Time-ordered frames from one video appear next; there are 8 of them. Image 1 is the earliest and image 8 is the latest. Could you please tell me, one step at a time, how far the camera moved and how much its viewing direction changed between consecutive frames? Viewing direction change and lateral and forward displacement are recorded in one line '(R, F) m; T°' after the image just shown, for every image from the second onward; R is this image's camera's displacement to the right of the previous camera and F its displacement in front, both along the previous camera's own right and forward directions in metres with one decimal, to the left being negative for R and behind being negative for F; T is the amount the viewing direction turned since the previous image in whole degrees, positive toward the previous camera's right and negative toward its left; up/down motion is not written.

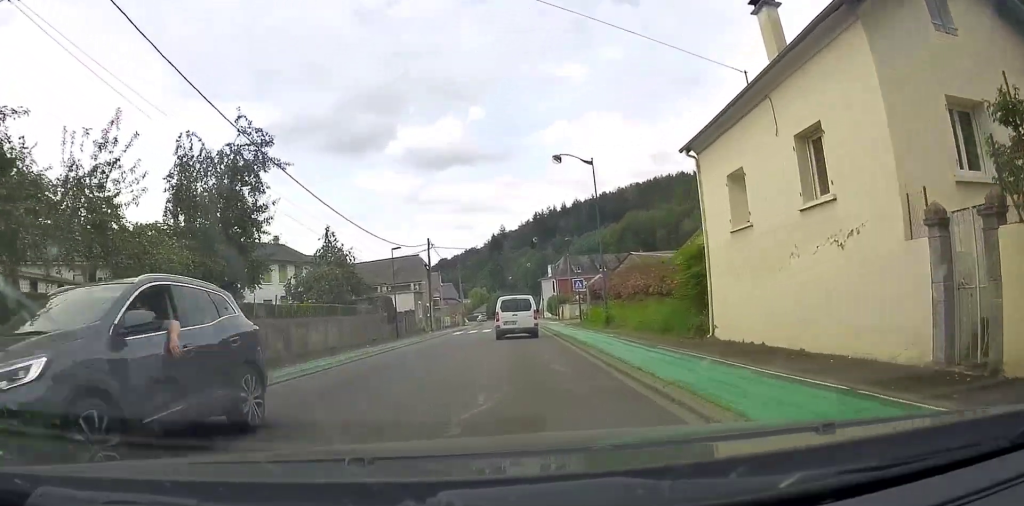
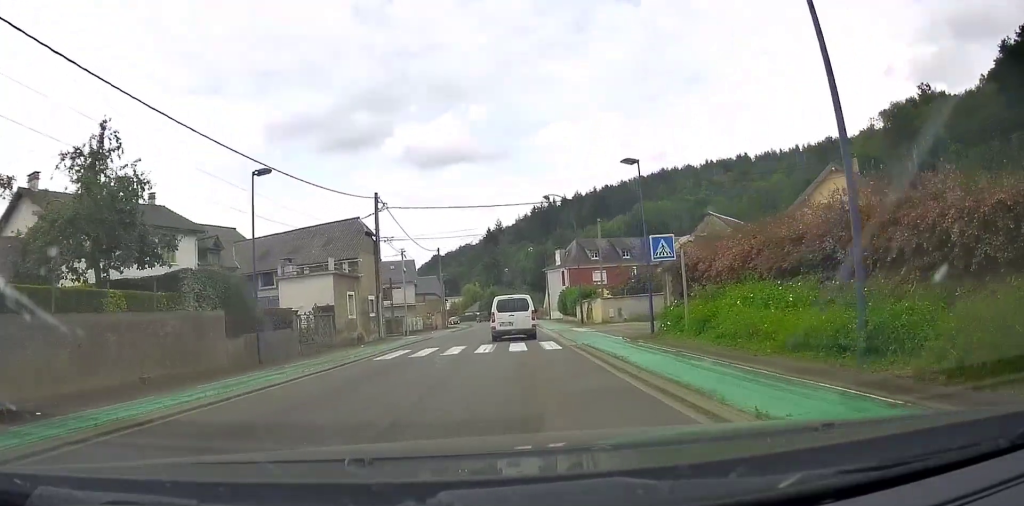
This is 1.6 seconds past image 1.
(0.0, +21.9) m; 0°
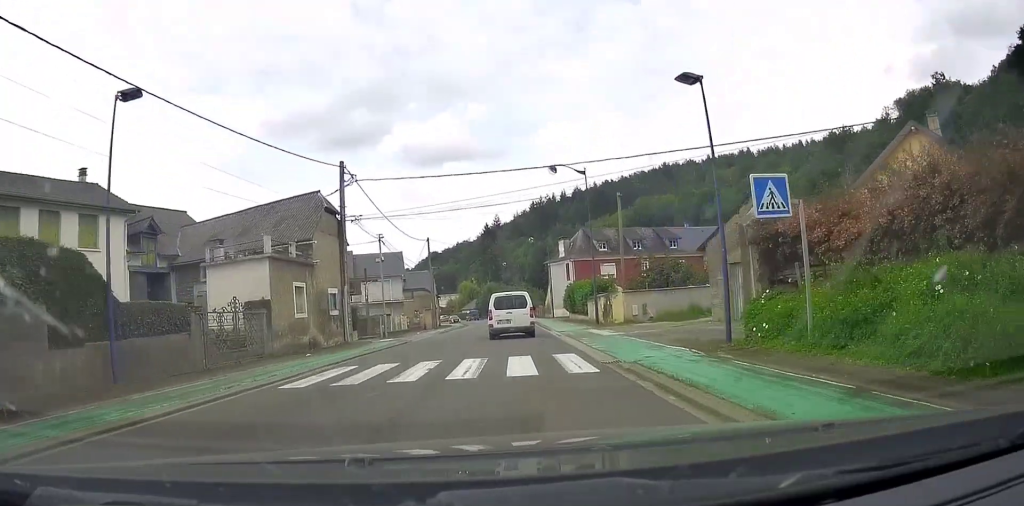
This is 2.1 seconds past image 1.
(+0.1, +7.4) m; 0°
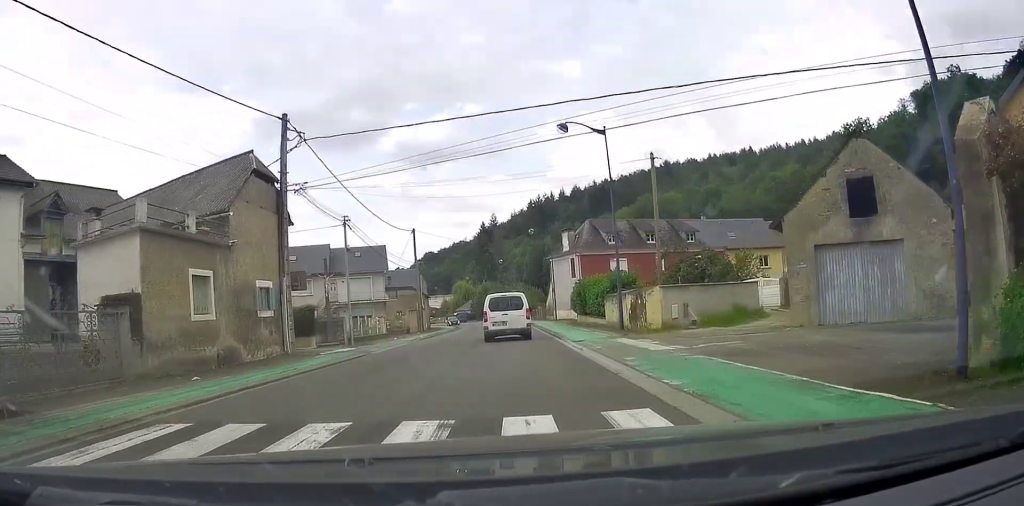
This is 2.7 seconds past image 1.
(-0.1, +7.7) m; 0°
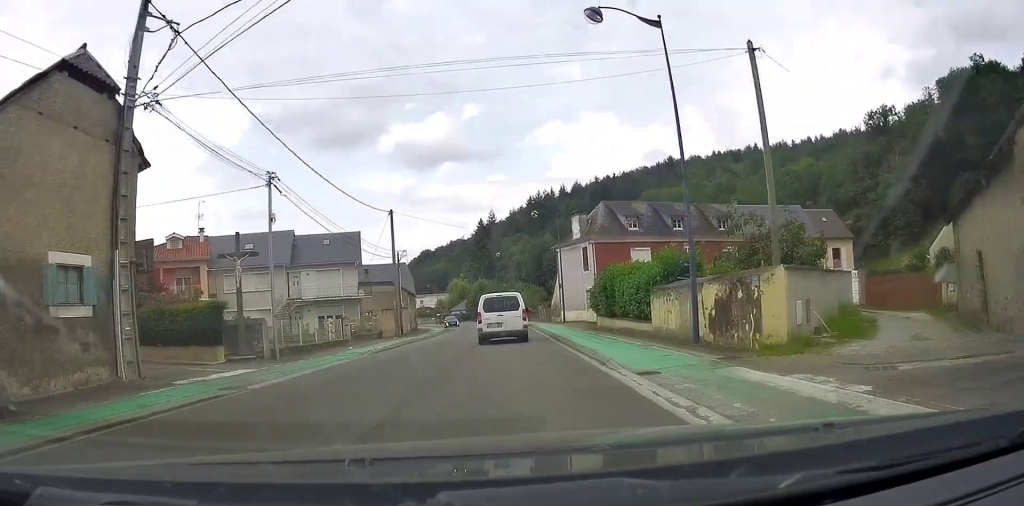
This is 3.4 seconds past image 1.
(-0.1, +9.8) m; +1°
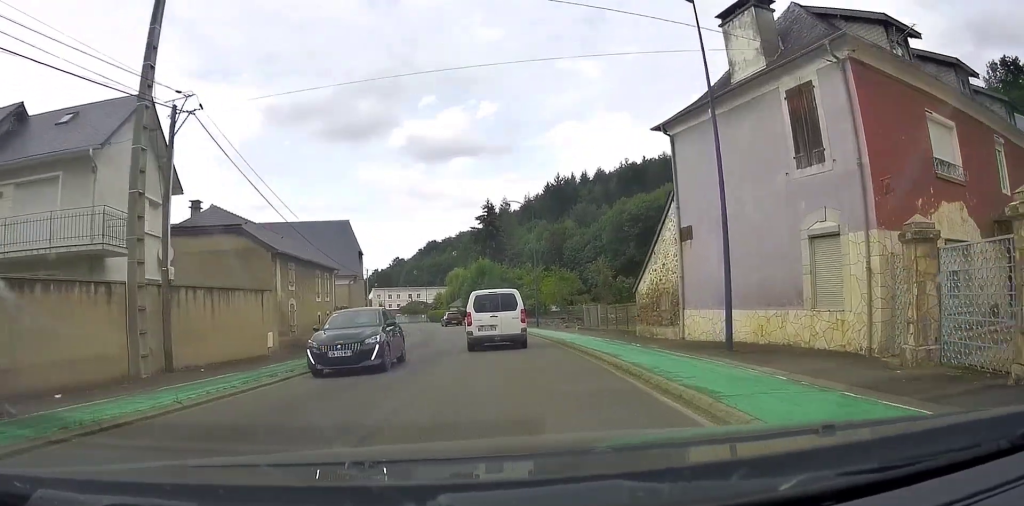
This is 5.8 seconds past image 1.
(+0.7, +33.8) m; 0°
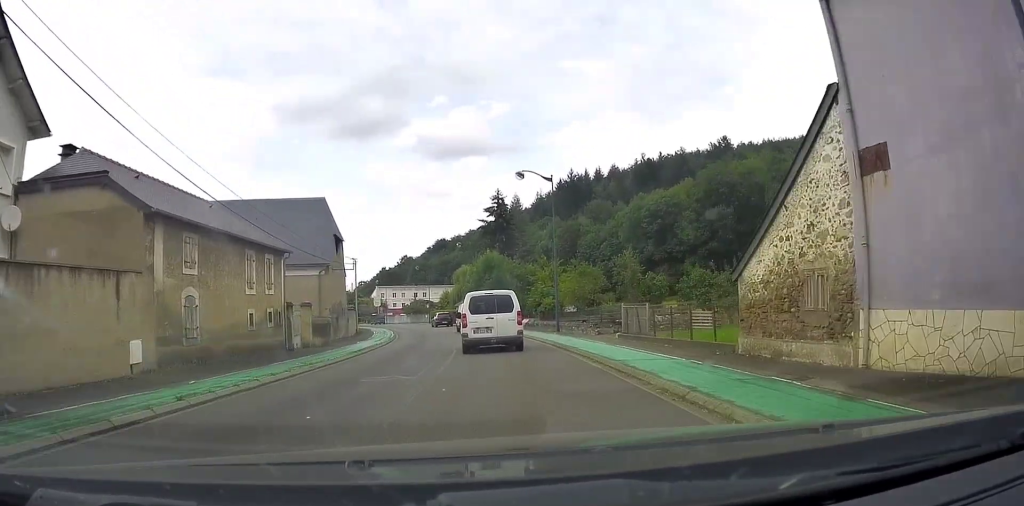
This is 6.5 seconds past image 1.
(0.0, +9.5) m; -1°
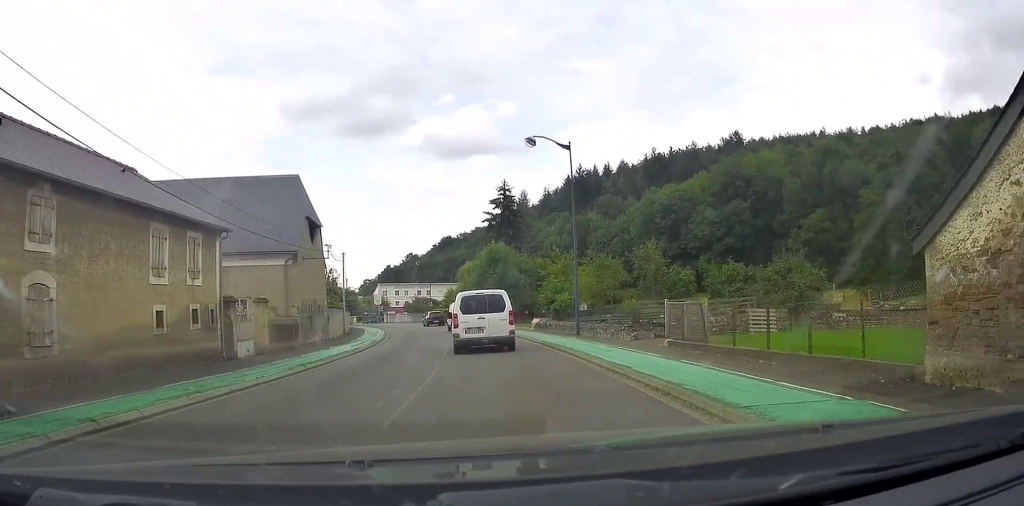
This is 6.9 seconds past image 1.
(0.0, +6.6) m; 0°
